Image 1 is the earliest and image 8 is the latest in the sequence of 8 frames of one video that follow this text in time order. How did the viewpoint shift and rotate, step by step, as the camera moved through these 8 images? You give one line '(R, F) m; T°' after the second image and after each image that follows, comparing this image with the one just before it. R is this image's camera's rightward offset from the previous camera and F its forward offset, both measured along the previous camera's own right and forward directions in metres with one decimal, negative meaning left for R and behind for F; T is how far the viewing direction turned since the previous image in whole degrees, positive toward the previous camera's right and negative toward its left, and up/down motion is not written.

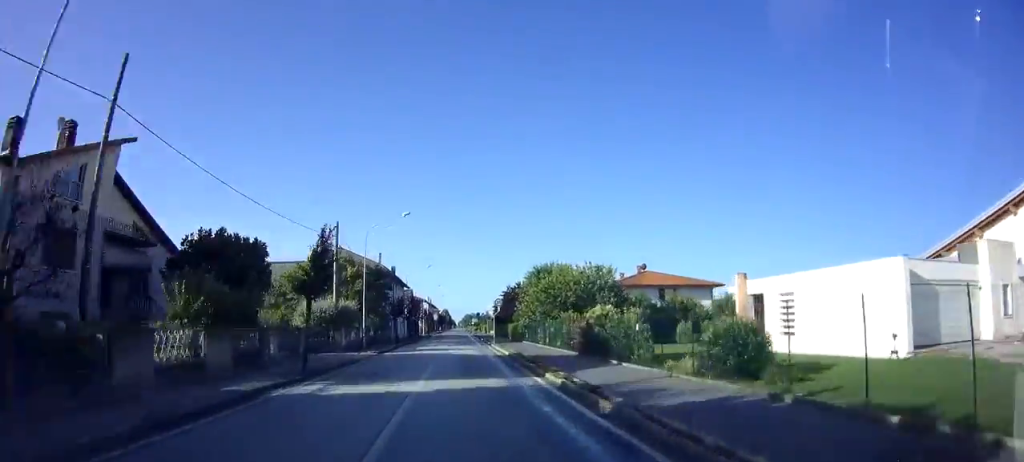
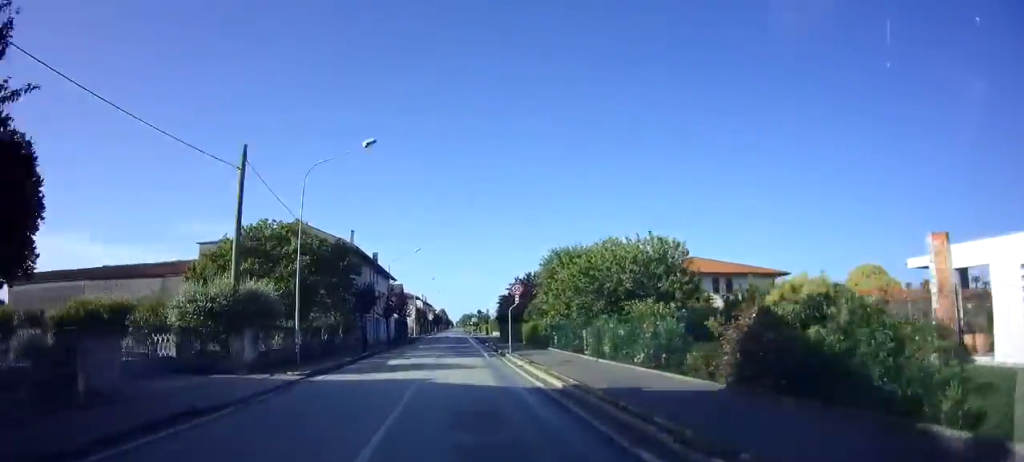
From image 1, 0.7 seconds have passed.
(0.0, +13.7) m; 0°
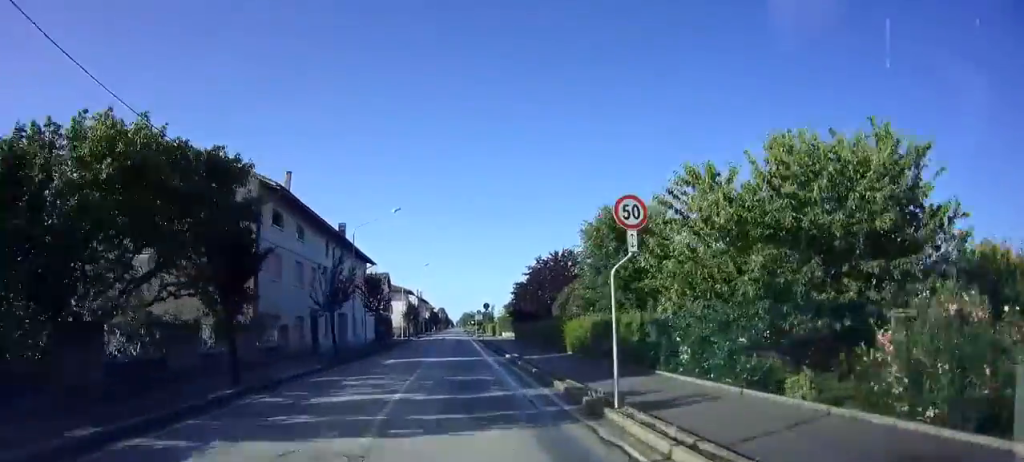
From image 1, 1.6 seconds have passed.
(0.0, +17.0) m; 0°
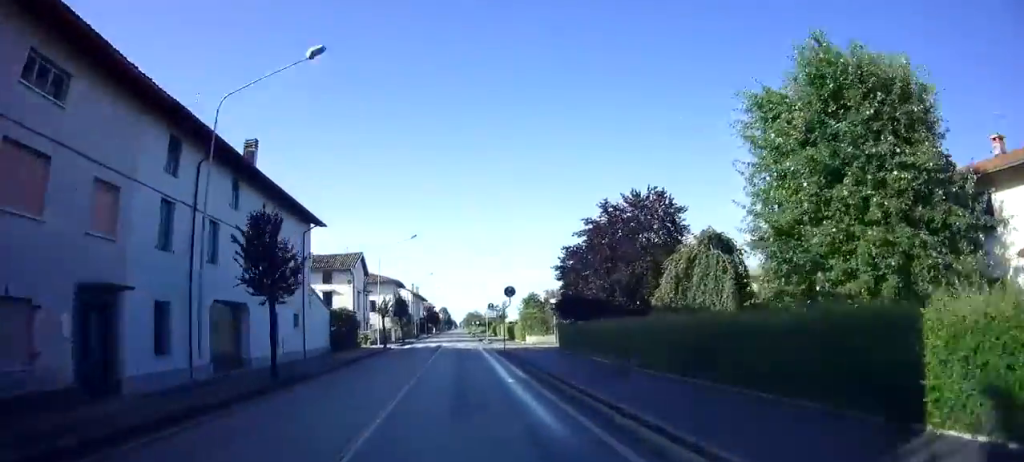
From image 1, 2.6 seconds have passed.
(0.0, +20.2) m; 0°
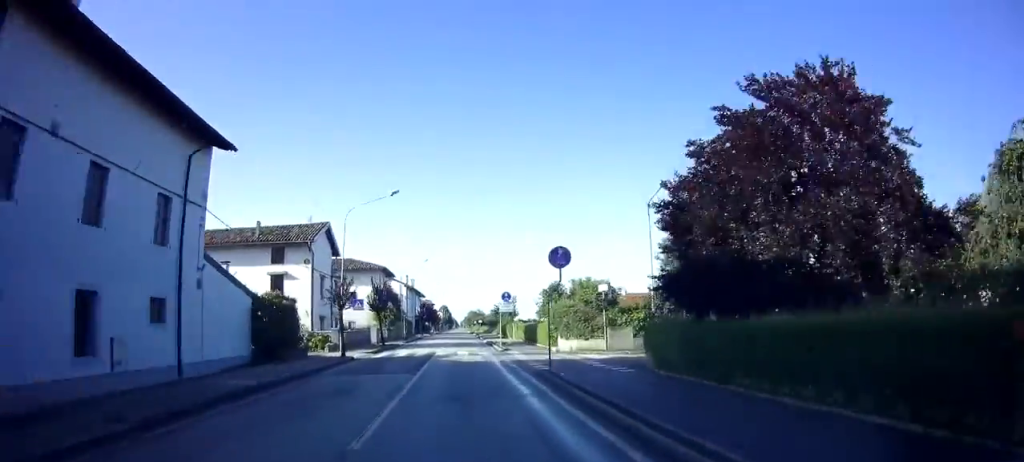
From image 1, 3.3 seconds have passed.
(0.0, +14.3) m; 0°
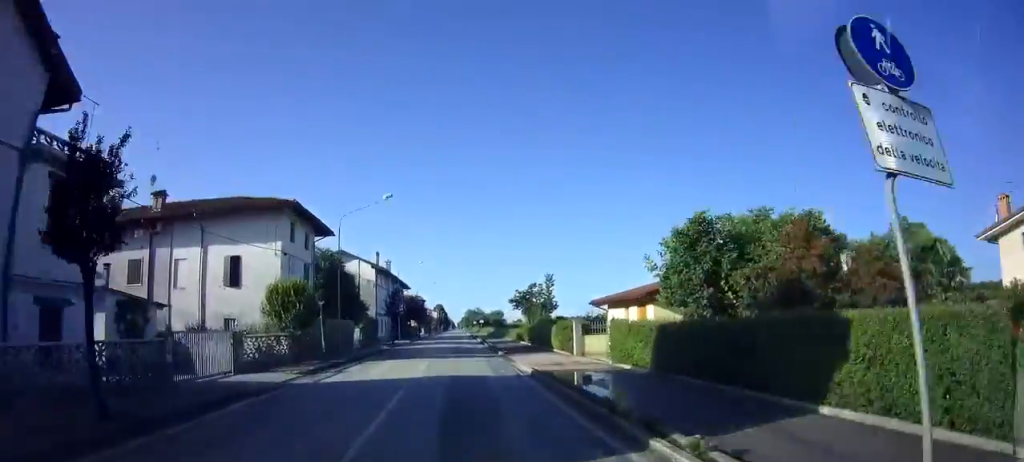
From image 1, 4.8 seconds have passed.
(-0.1, +29.4) m; 0°
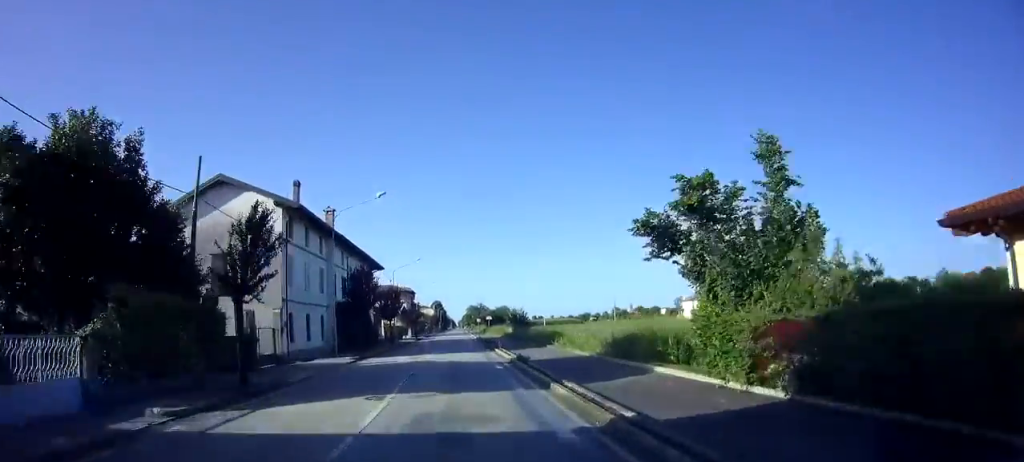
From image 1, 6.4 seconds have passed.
(+0.1, +30.1) m; 0°
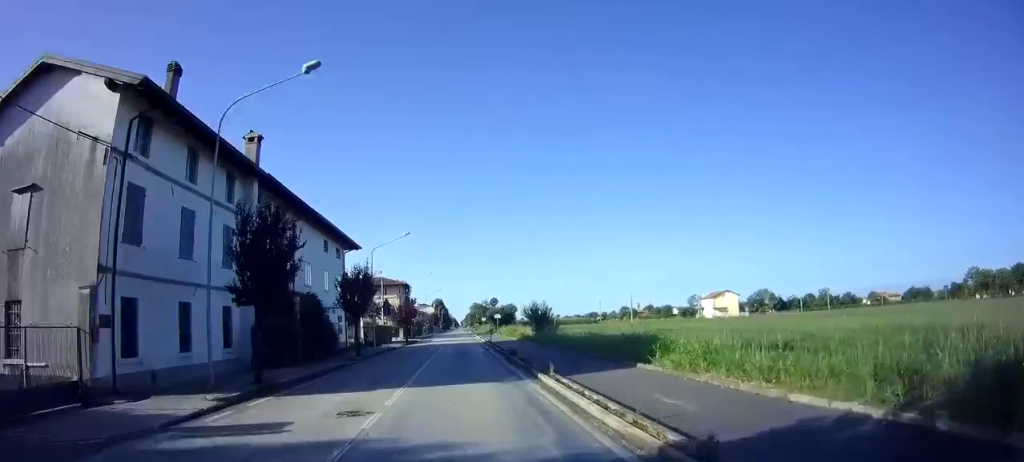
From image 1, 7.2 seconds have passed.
(0.0, +15.7) m; 0°
